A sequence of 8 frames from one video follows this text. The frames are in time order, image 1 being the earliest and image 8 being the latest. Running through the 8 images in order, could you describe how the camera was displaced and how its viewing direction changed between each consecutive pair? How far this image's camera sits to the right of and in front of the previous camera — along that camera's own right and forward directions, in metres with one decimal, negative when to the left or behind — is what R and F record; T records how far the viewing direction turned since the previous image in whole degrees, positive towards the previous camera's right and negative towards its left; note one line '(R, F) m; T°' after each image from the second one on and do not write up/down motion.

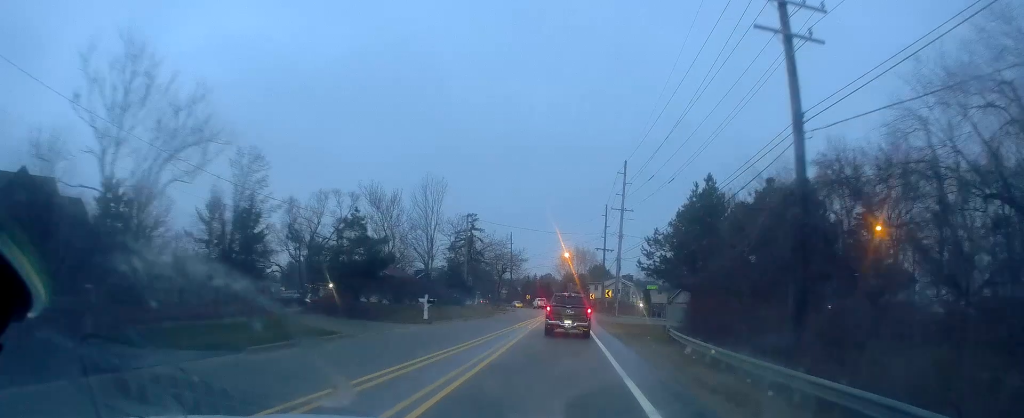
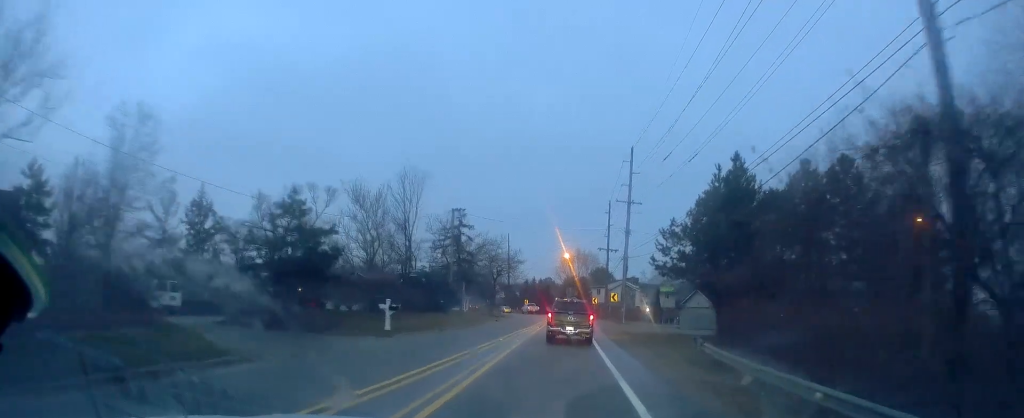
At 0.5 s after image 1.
(0.0, +7.4) m; -1°
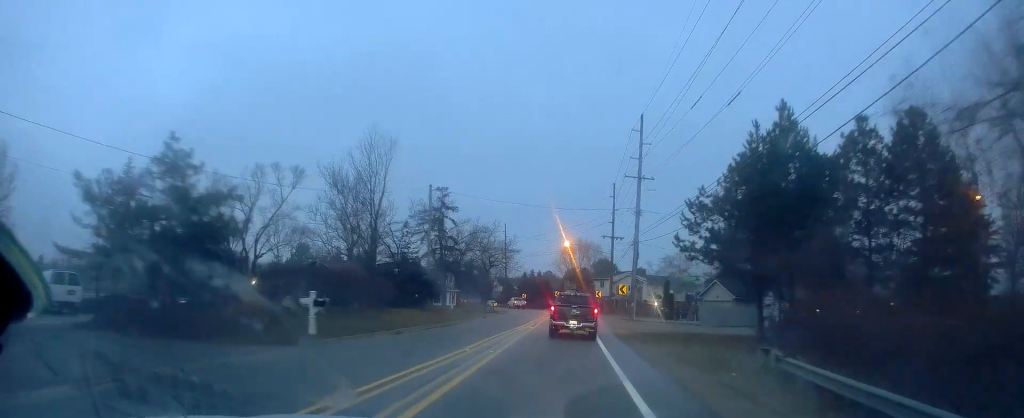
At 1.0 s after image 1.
(-0.2, +8.5) m; -1°
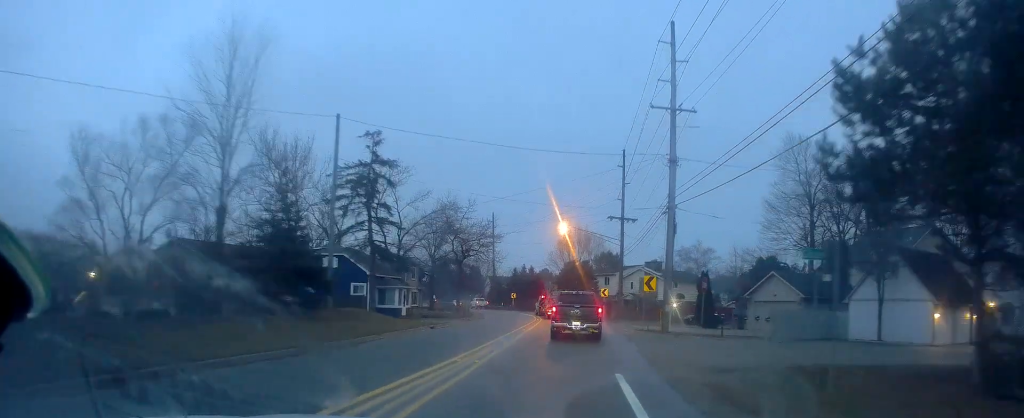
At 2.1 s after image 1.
(-0.3, +18.0) m; +1°
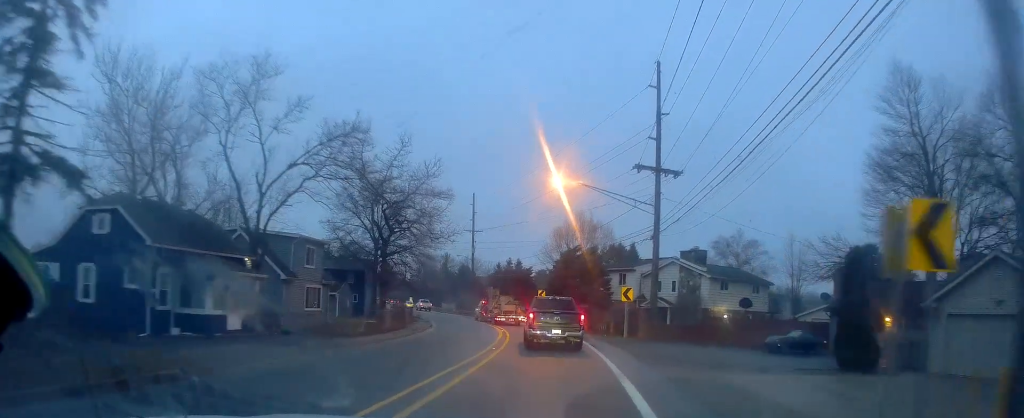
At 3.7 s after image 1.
(+0.8, +25.0) m; 0°
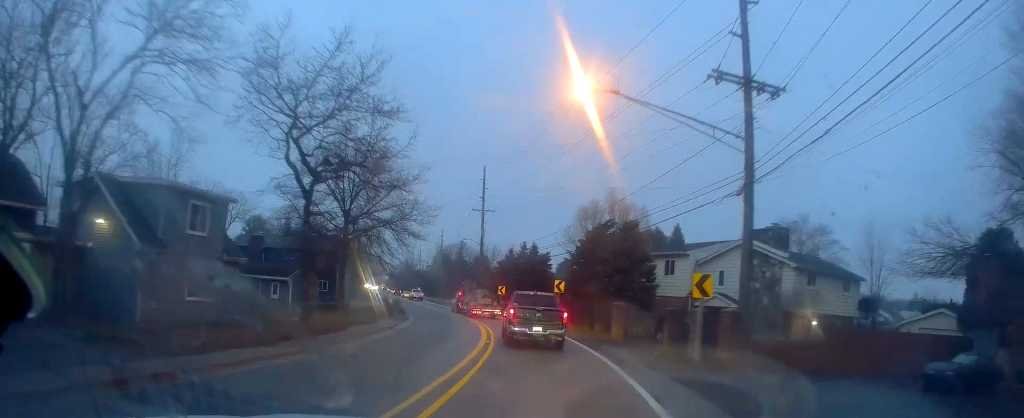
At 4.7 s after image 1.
(-0.5, +14.6) m; -4°
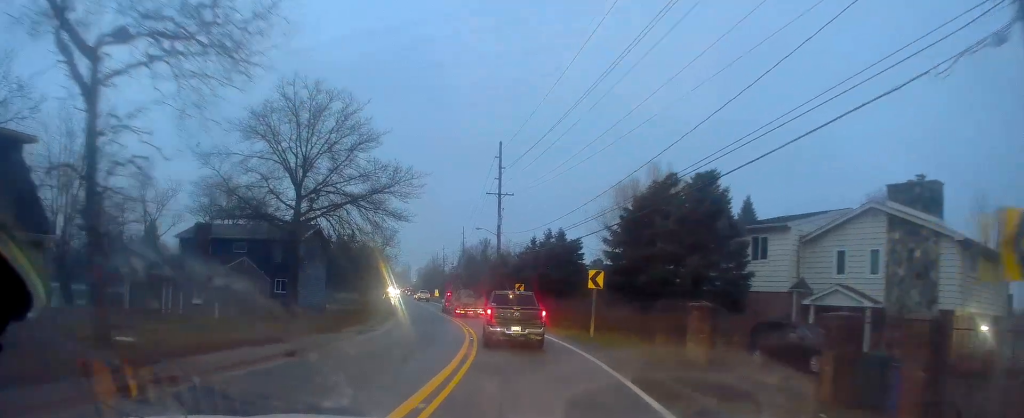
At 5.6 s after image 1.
(-0.4, +13.8) m; -3°
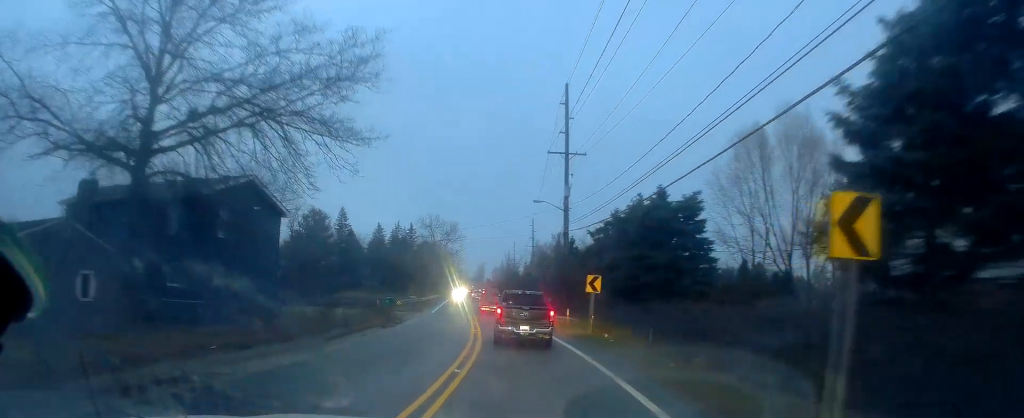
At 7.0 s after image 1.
(-0.6, +18.9) m; -6°
